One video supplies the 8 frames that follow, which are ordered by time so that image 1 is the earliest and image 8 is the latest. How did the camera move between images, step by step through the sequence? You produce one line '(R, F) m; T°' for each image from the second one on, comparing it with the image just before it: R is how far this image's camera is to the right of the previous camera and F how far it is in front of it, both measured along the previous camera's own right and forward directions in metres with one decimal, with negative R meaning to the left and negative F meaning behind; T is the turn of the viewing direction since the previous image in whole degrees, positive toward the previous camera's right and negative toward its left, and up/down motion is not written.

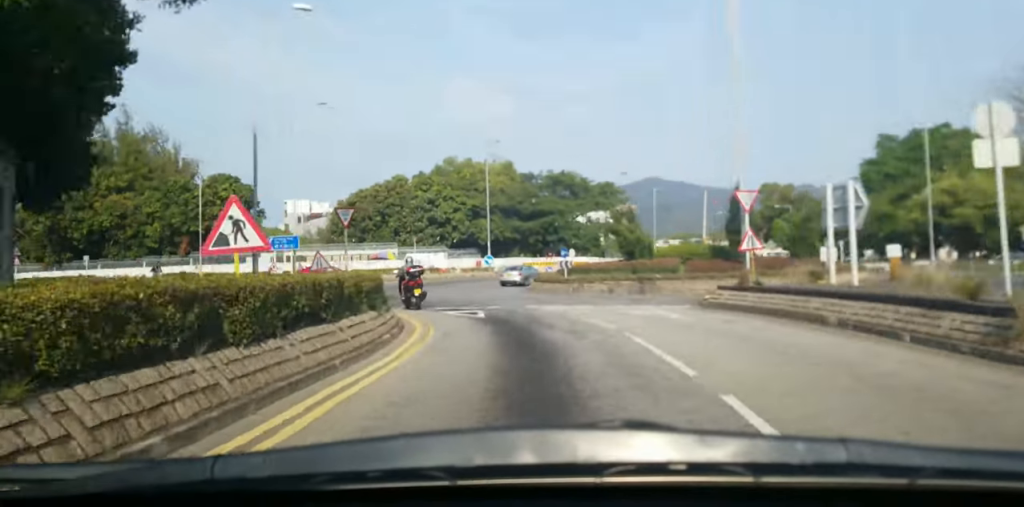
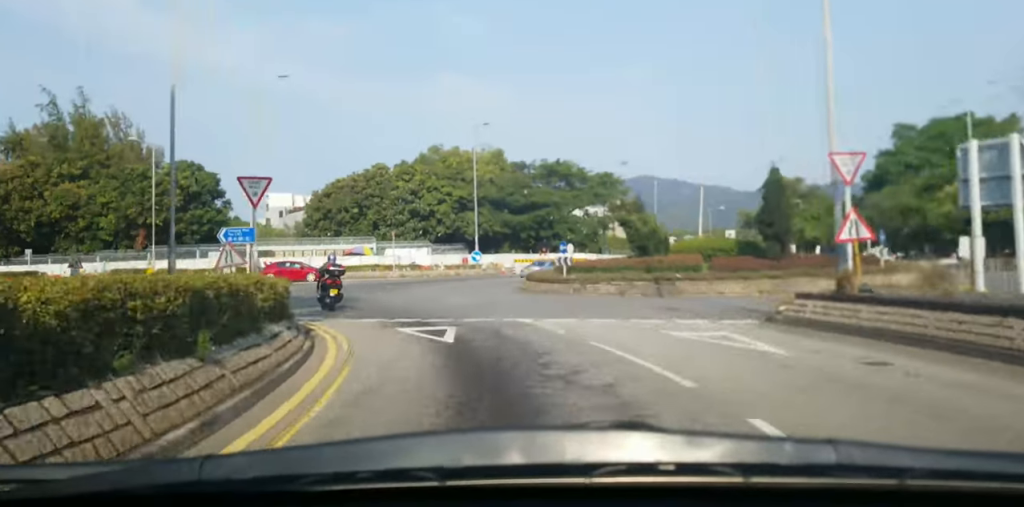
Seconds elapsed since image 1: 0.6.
(+0.2, +6.5) m; -2°
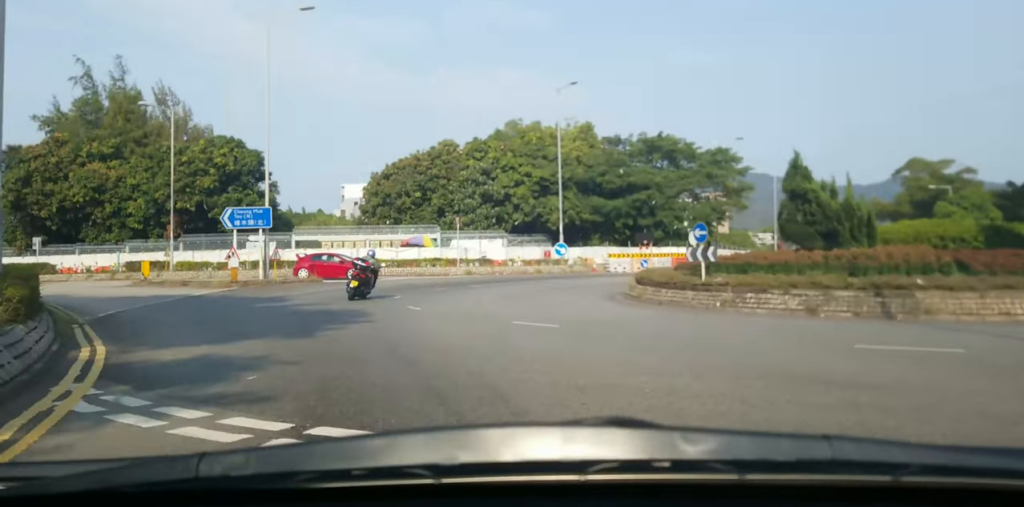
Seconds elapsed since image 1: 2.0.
(-2.0, +12.6) m; -20°
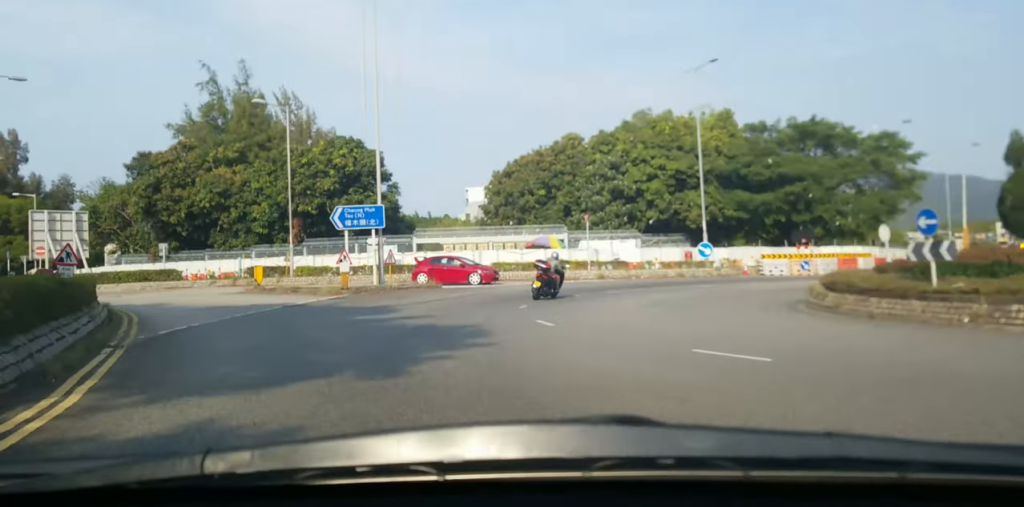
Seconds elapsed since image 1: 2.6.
(-0.3, +4.6) m; -6°
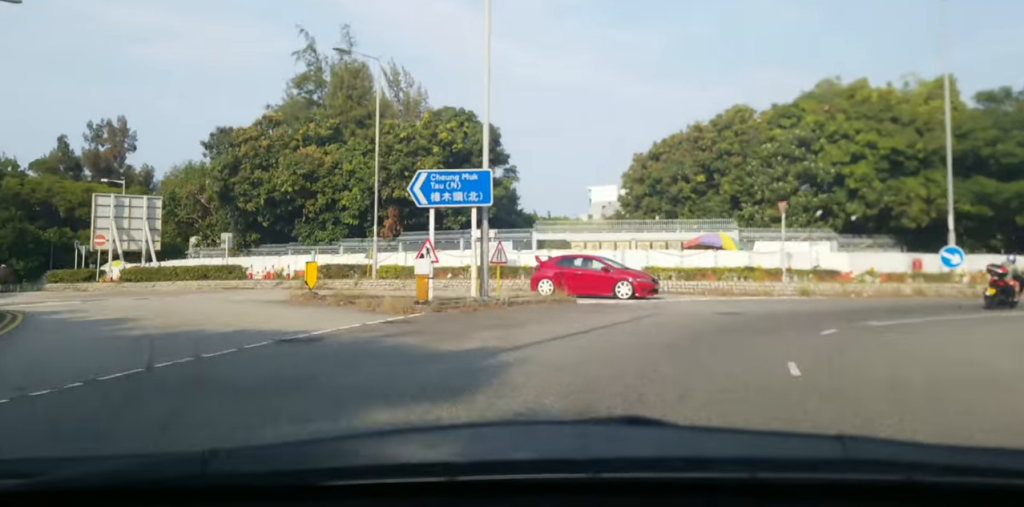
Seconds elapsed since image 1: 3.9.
(-0.5, +10.6) m; +6°
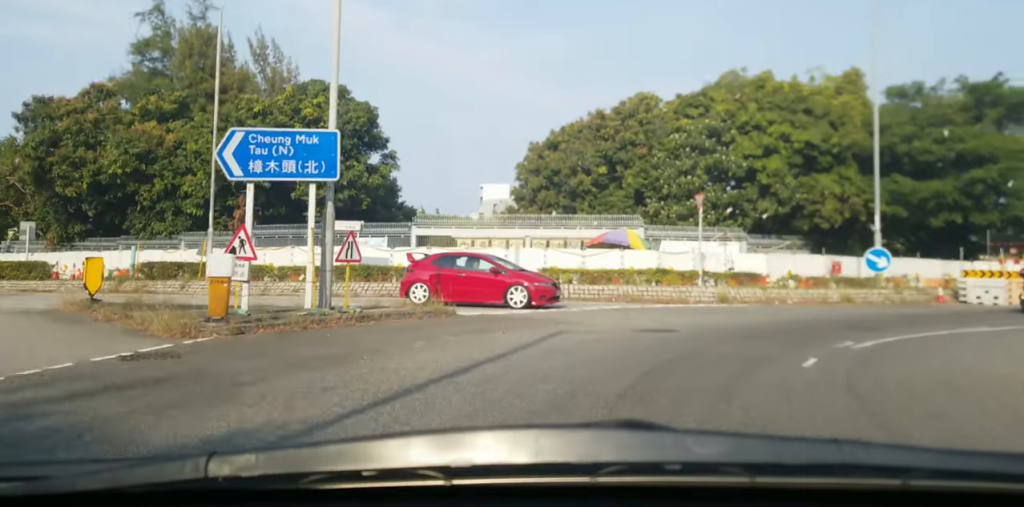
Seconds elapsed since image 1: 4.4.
(-0.4, +4.8) m; +10°
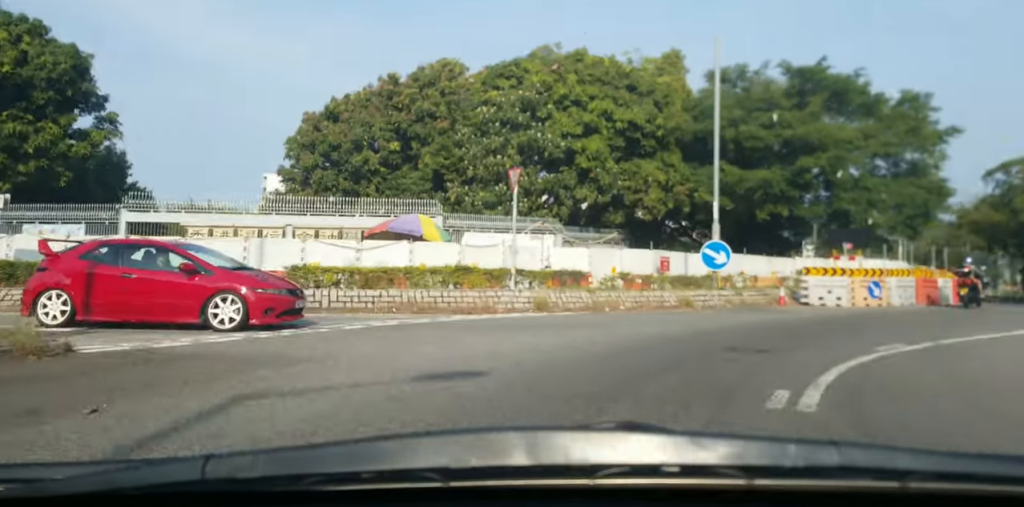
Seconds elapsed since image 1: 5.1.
(+1.5, +6.1) m; +16°
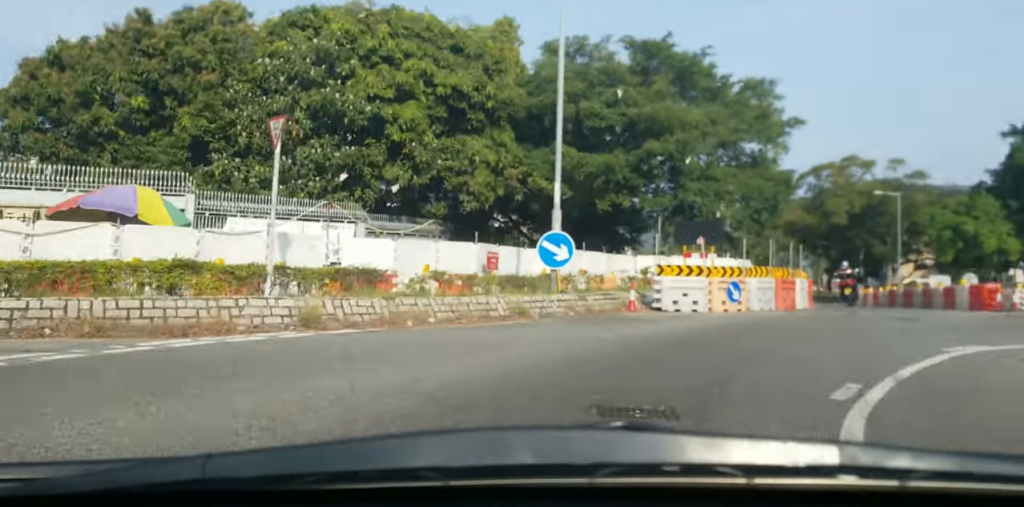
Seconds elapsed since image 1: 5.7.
(+0.6, +5.2) m; +10°
